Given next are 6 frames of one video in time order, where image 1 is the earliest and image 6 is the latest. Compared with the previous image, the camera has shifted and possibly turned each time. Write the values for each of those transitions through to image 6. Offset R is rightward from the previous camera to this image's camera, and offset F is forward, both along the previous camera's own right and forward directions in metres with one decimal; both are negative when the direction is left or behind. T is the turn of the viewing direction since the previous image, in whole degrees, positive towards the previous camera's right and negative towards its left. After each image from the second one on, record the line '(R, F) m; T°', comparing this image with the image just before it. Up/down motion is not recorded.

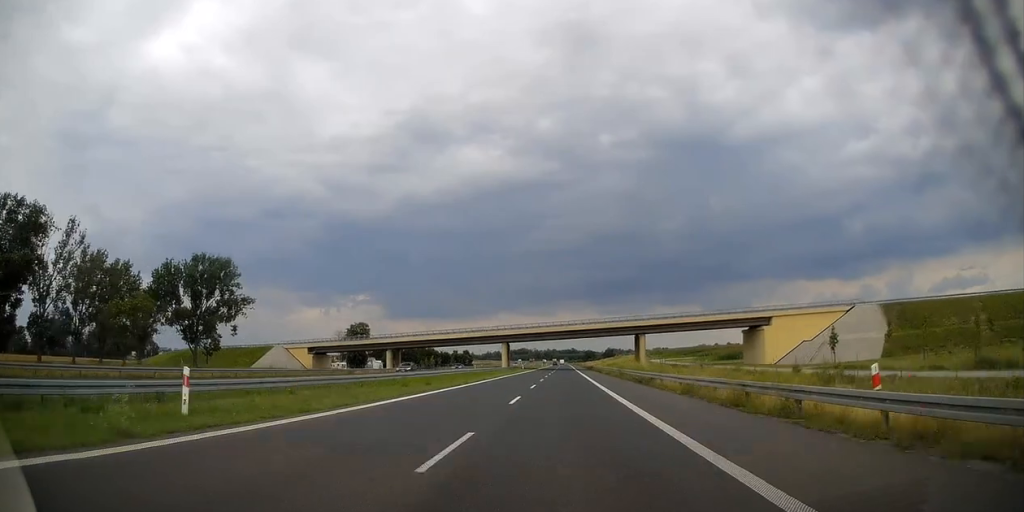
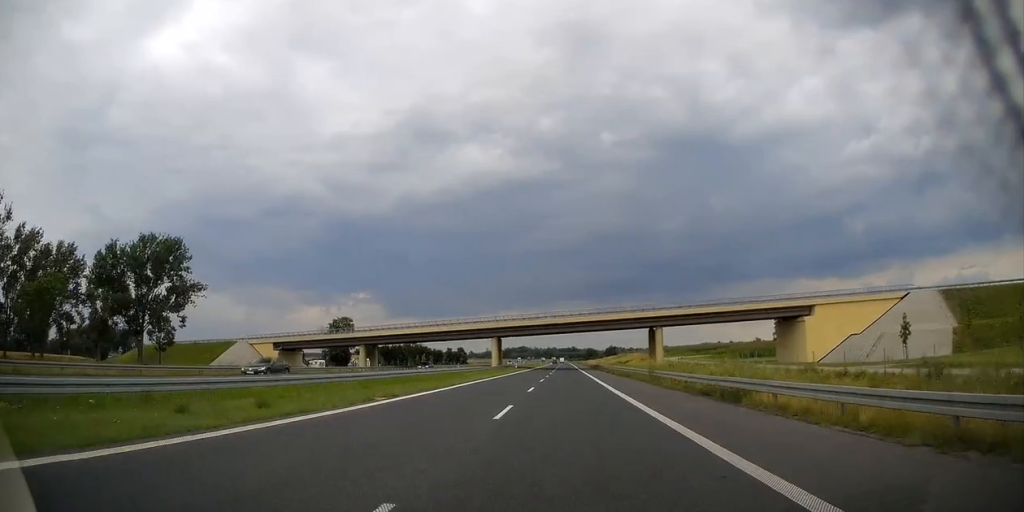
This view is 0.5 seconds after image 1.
(-0.1, +18.0) m; 0°
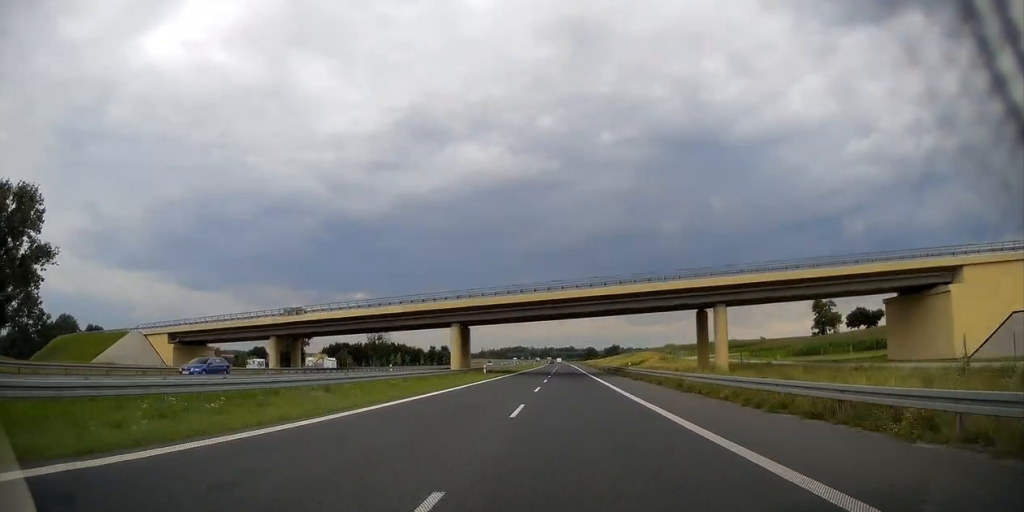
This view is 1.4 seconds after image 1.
(+0.1, +35.9) m; 0°
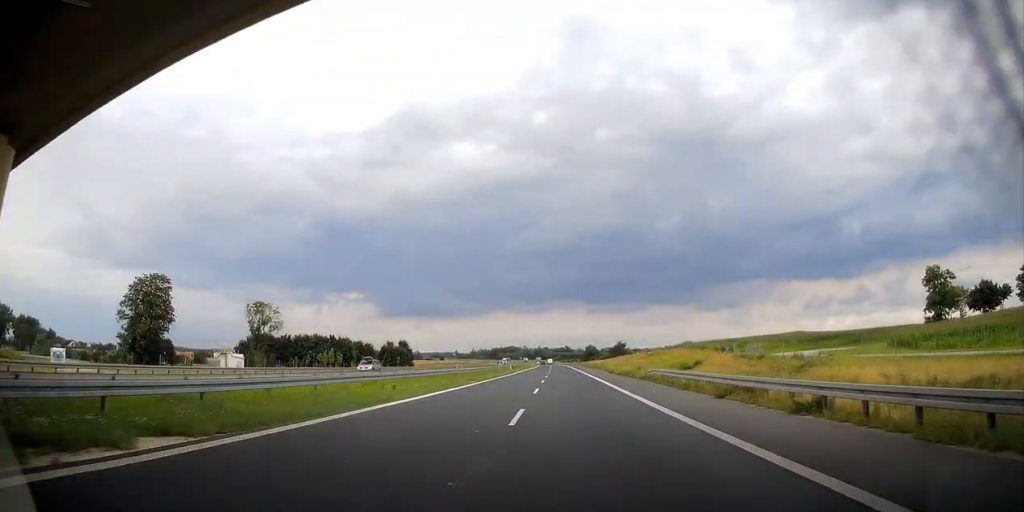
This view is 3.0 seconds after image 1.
(+0.1, +62.7) m; 0°
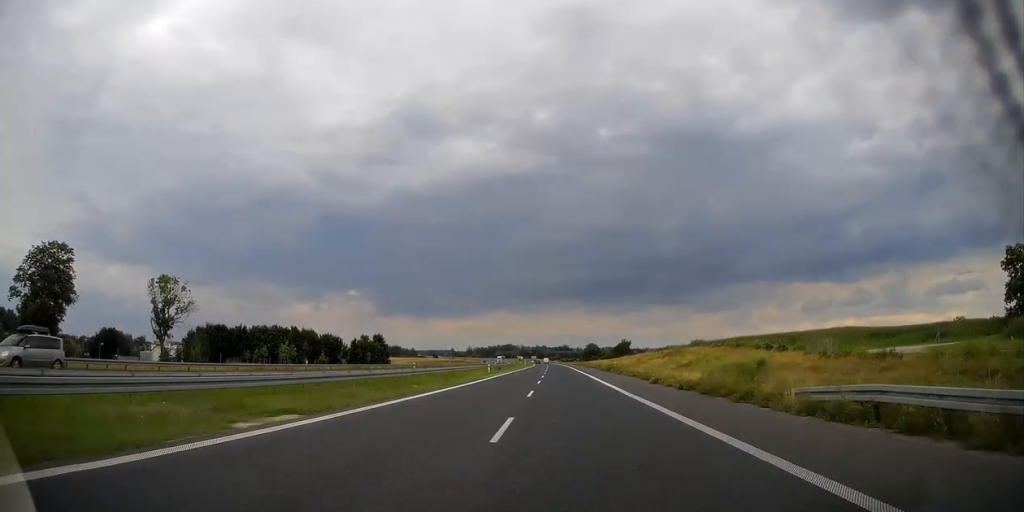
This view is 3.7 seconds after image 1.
(+0.1, +26.7) m; 0°
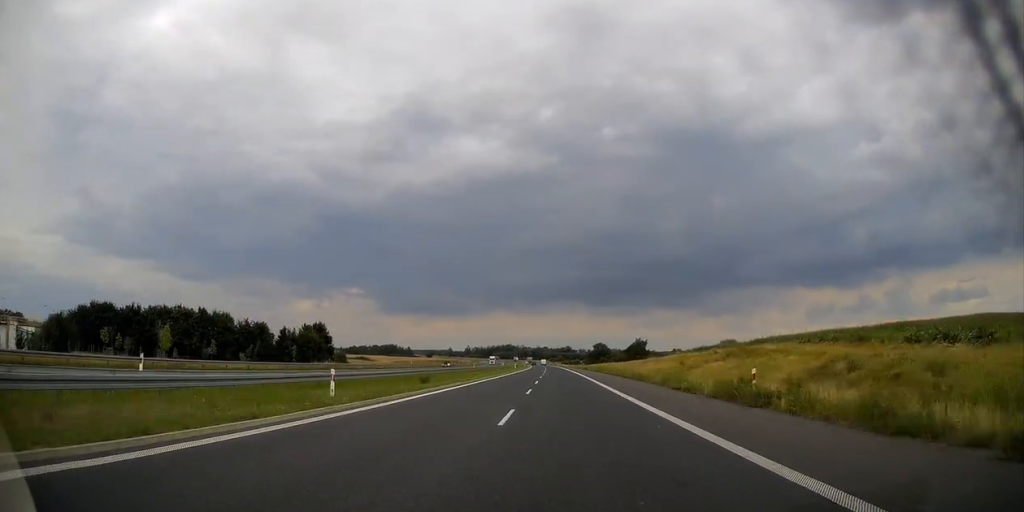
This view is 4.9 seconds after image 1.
(-0.1, +45.6) m; 0°
